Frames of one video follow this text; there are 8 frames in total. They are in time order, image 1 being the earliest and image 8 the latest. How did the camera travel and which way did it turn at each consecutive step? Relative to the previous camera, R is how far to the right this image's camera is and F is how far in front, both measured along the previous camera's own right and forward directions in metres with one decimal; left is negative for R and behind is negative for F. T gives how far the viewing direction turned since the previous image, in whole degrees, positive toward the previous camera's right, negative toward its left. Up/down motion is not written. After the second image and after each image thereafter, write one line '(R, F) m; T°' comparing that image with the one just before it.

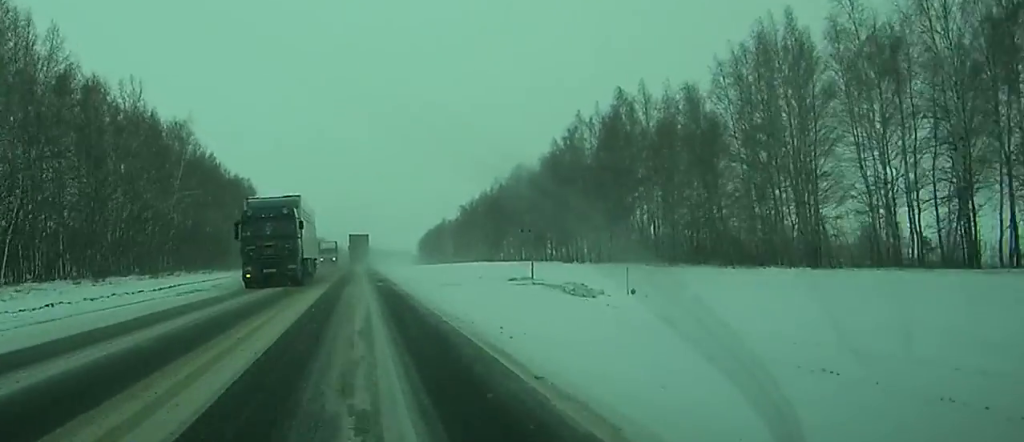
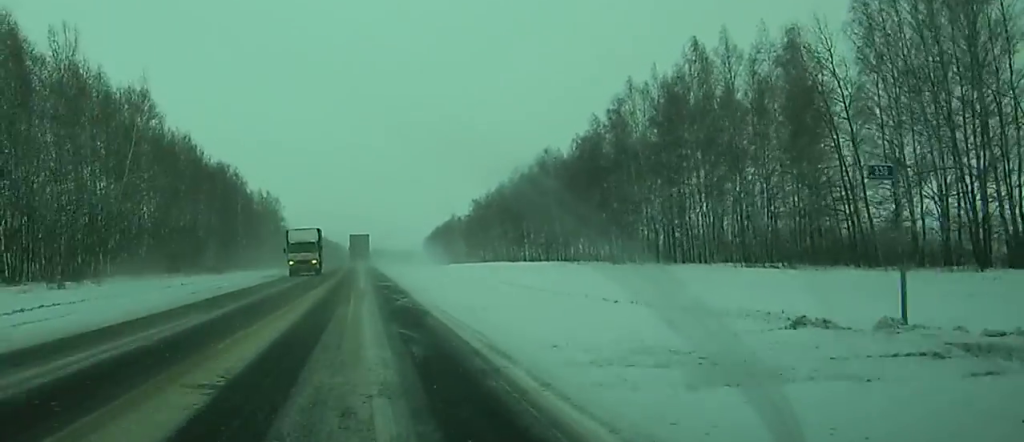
(-0.1, +25.7) m; 0°
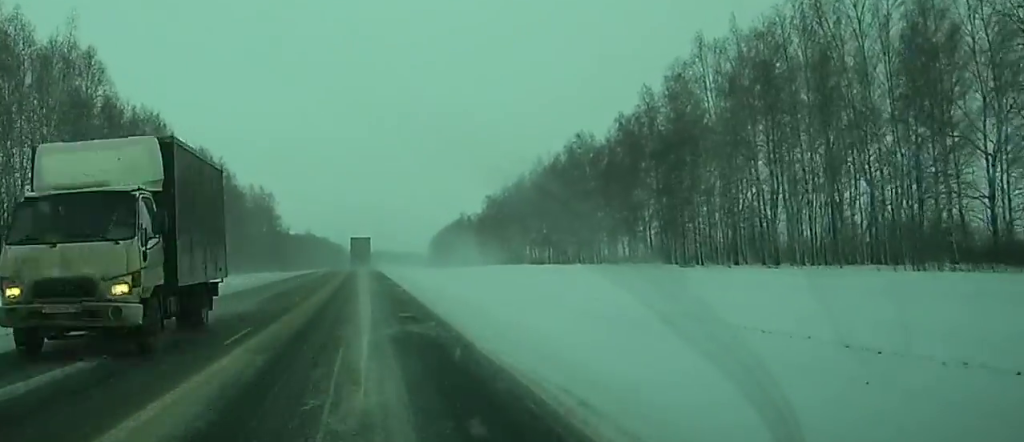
(-0.1, +23.3) m; 0°
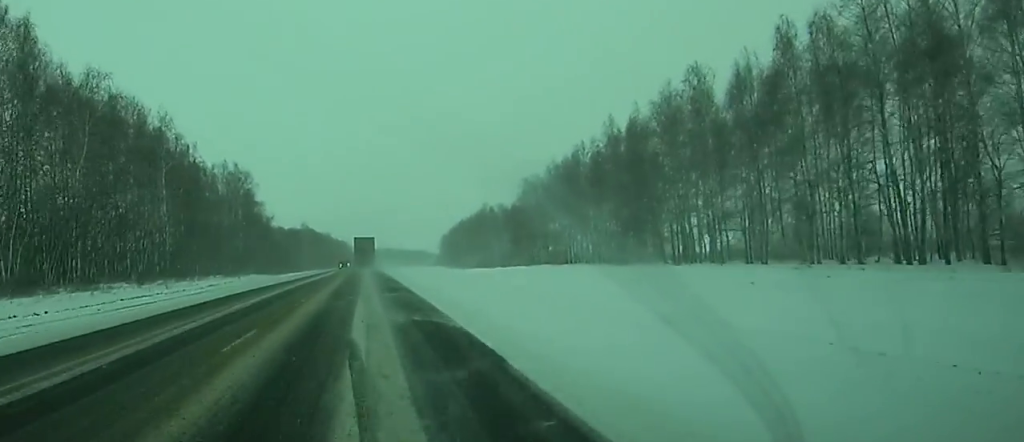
(-0.2, +48.5) m; -1°
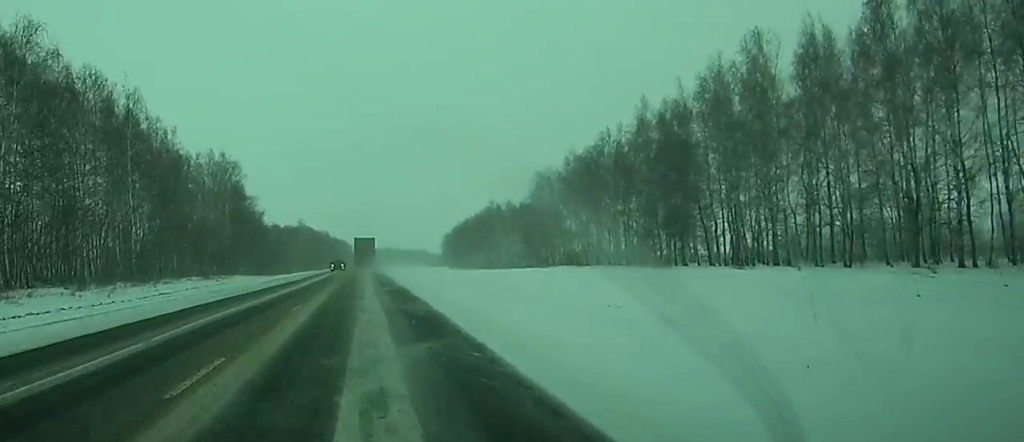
(-0.1, +15.4) m; 0°
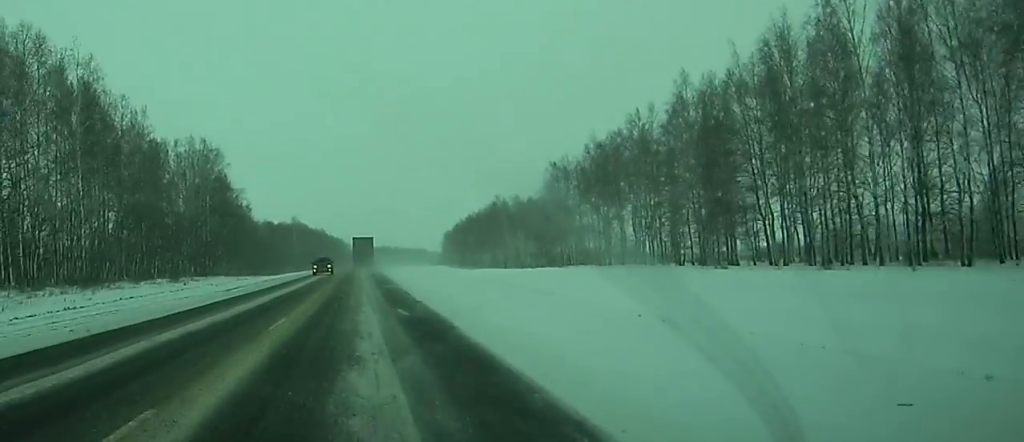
(0.0, +15.5) m; 0°
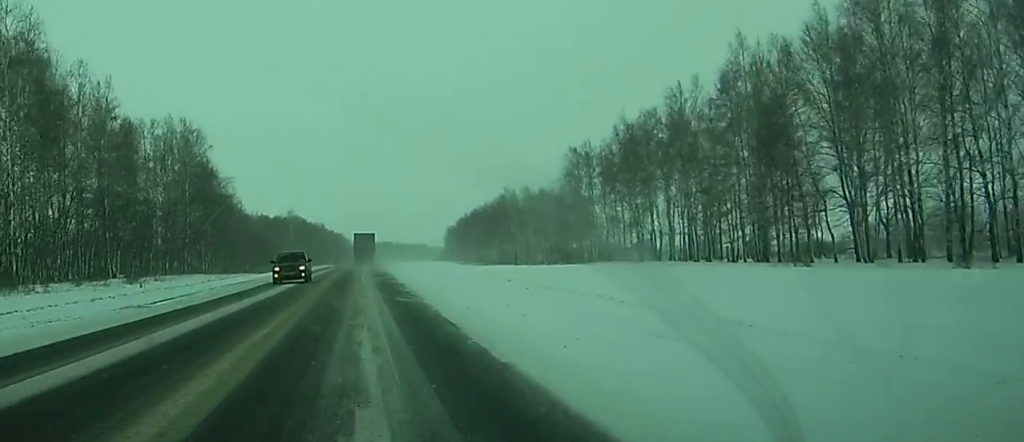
(0.0, +15.6) m; 0°
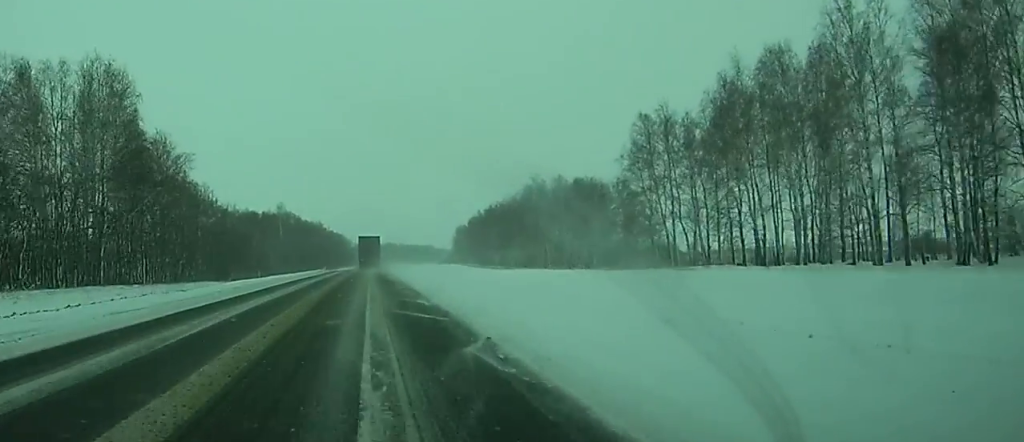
(0.0, +37.2) m; 0°
